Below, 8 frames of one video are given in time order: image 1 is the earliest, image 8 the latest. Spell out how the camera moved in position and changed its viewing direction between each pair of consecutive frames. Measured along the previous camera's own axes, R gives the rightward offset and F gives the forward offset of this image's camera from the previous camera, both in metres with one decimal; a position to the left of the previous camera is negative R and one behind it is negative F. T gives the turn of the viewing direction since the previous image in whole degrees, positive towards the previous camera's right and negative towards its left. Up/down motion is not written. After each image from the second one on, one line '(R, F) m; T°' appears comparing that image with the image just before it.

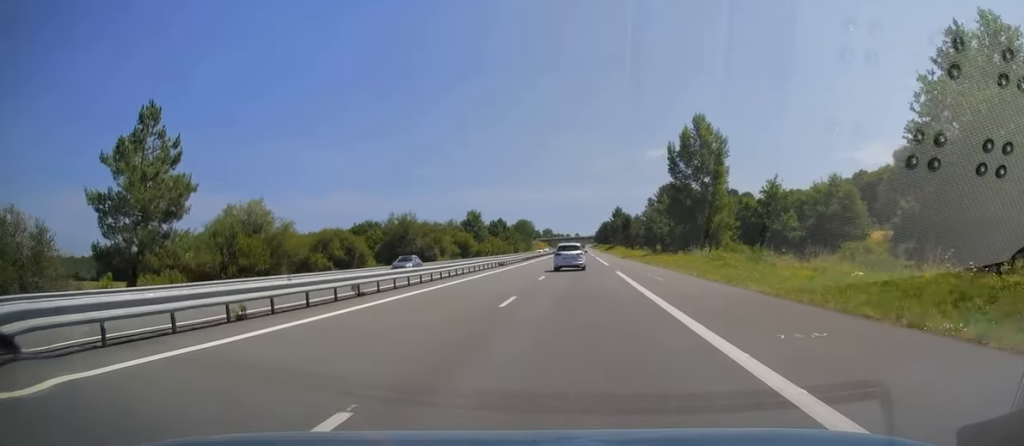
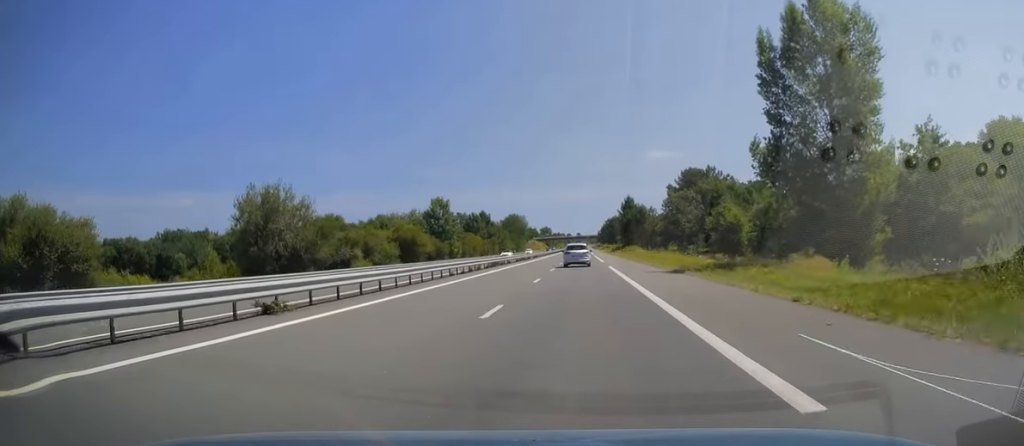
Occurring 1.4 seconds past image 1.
(+0.1, +41.7) m; 0°
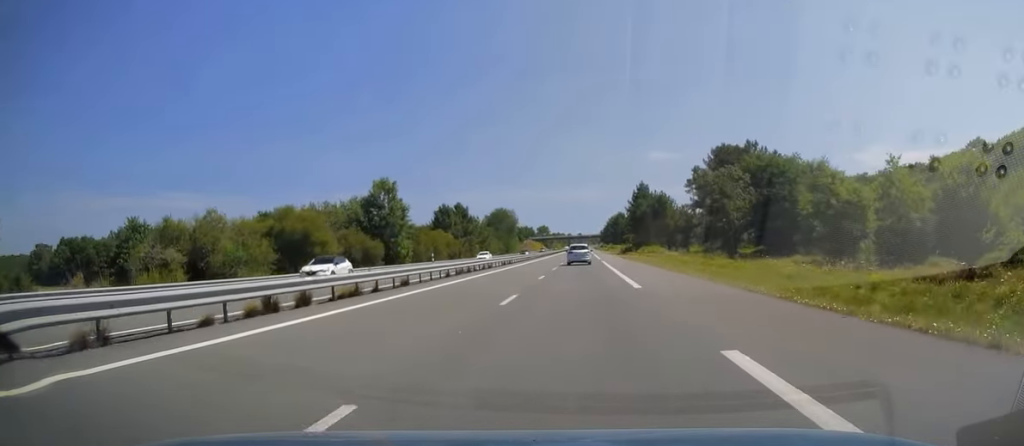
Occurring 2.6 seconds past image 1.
(+0.2, +36.2) m; 0°
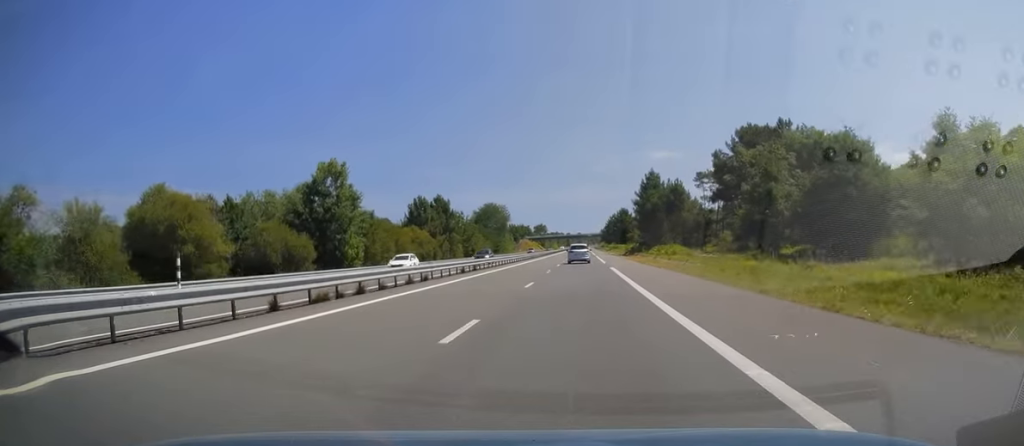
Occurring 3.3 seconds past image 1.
(-0.2, +19.6) m; 0°
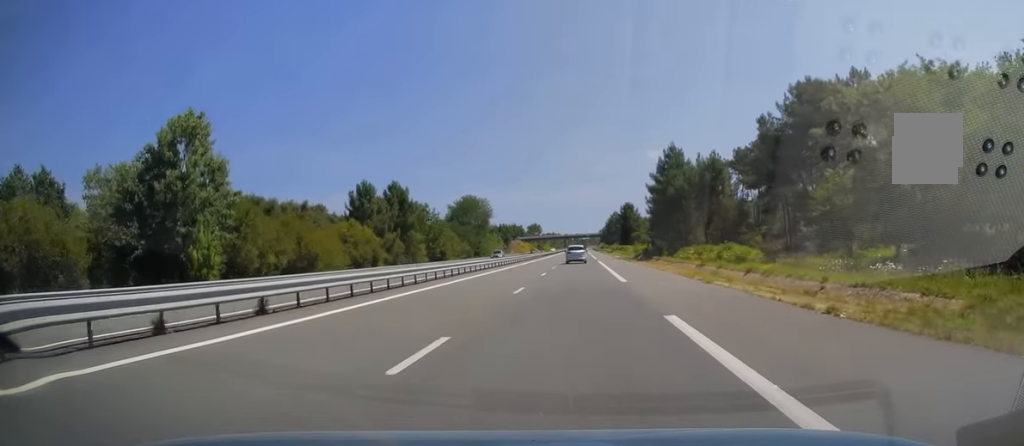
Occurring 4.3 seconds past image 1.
(0.0, +28.3) m; 0°
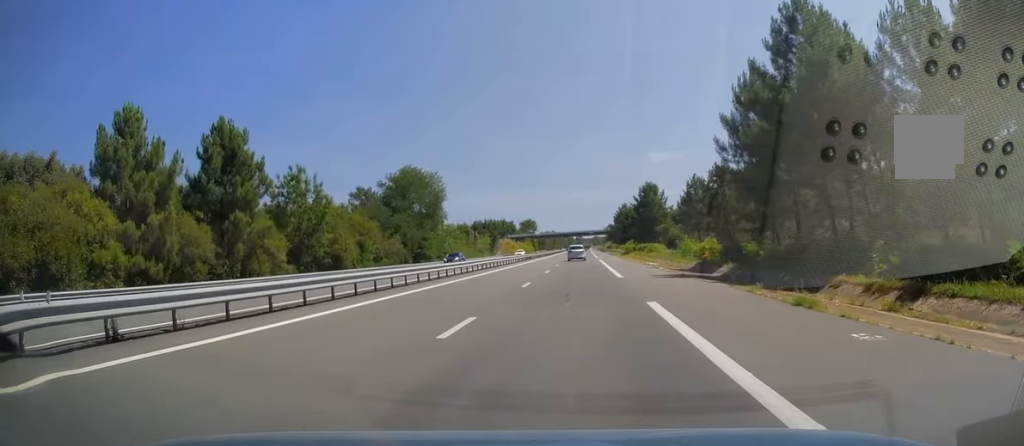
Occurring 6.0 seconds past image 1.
(-0.1, +49.5) m; 0°
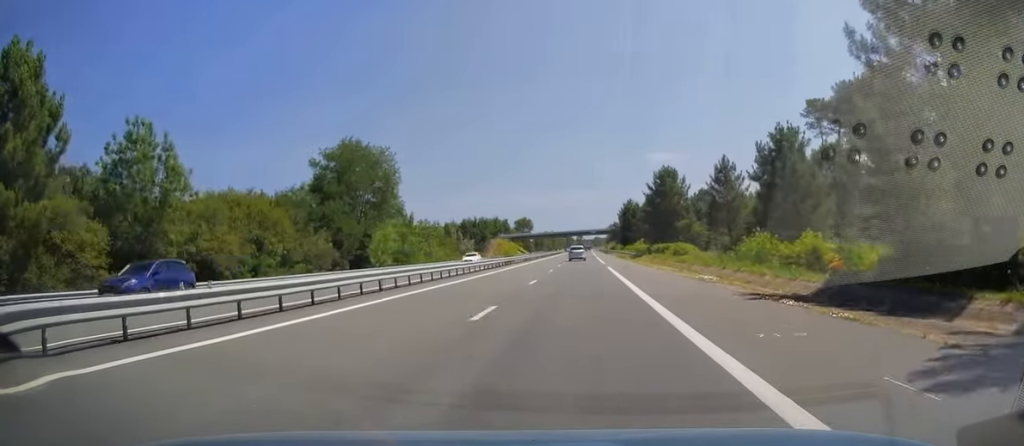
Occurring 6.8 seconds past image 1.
(+0.3, +23.5) m; 0°
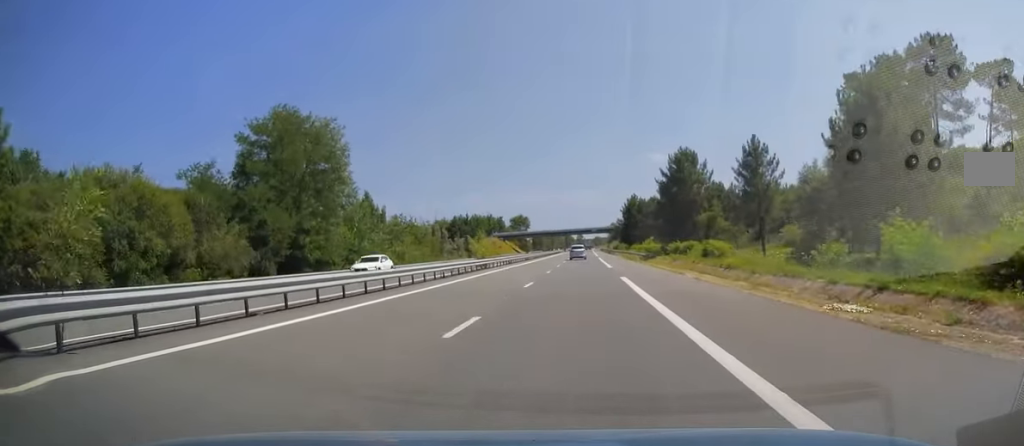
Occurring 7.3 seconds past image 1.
(-0.2, +15.7) m; 0°
